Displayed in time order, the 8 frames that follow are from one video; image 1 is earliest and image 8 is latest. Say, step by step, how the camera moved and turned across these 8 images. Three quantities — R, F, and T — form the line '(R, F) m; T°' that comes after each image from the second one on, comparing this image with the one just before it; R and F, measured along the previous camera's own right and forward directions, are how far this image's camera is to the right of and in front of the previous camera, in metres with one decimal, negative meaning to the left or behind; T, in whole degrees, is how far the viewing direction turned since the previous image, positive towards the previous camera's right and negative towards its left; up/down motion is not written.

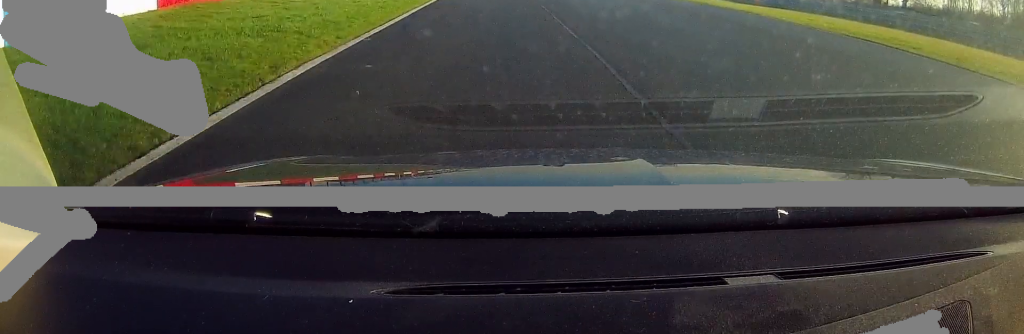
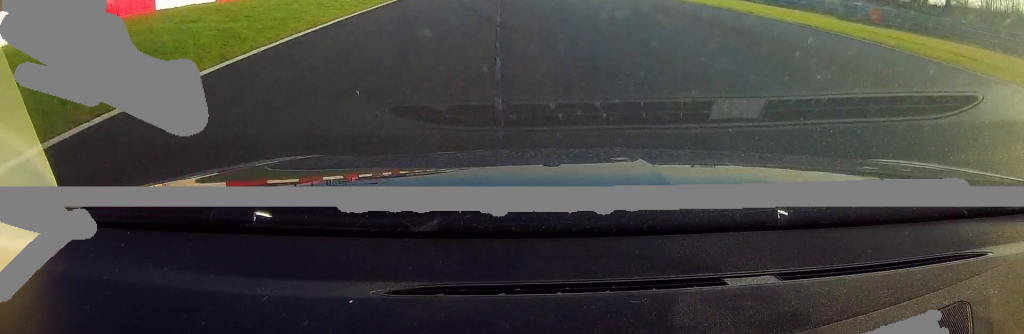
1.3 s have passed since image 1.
(+0.4, +26.2) m; +1°
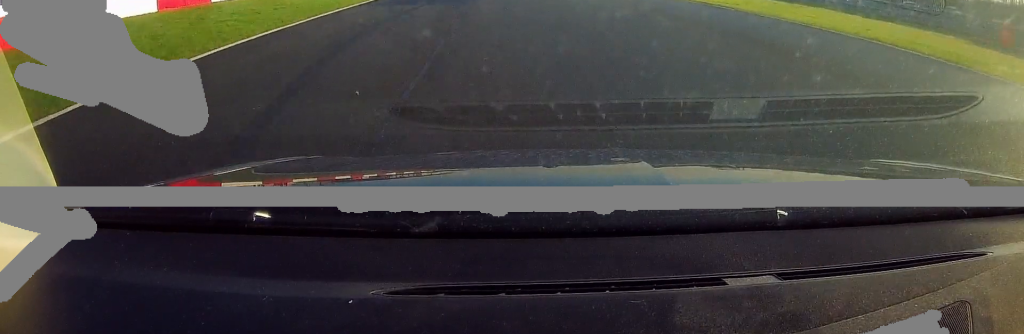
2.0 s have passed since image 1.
(-0.2, +15.1) m; -1°
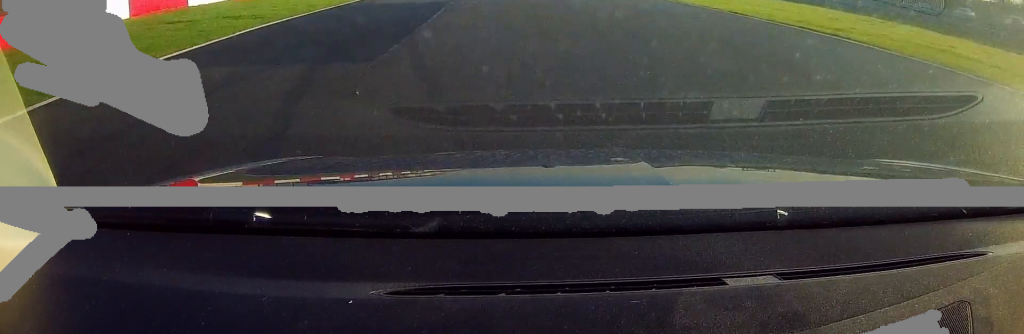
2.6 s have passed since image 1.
(-0.1, +12.5) m; 0°
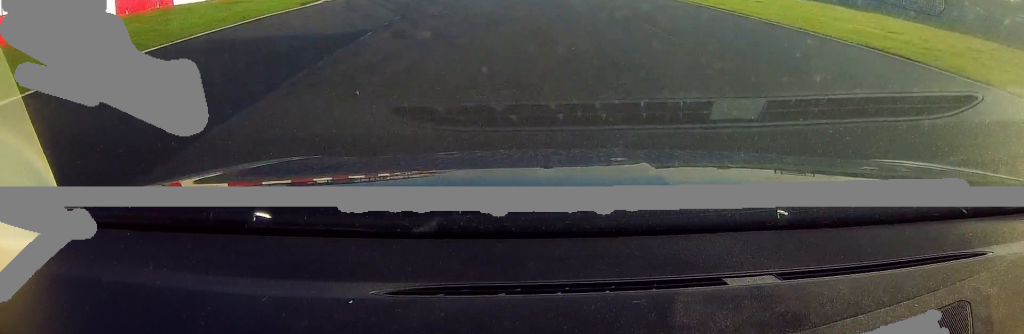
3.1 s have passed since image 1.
(-0.1, +11.8) m; +1°
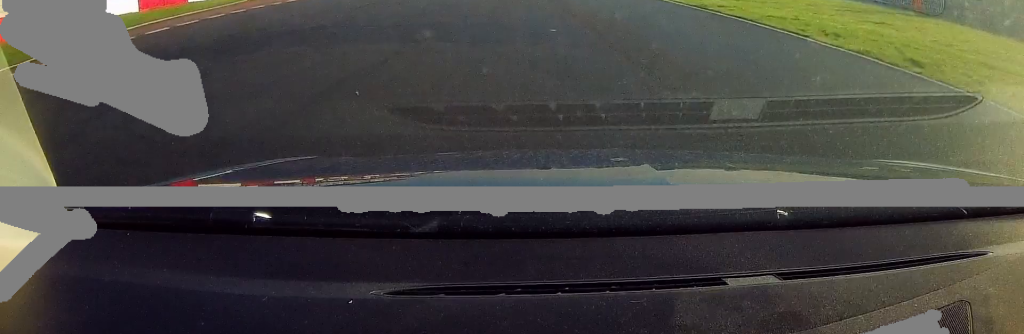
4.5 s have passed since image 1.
(+0.6, +29.3) m; +2°
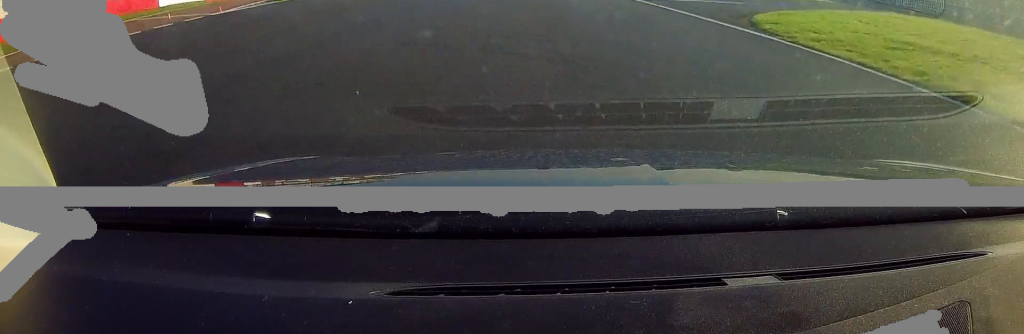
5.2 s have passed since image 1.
(0.0, +14.8) m; 0°
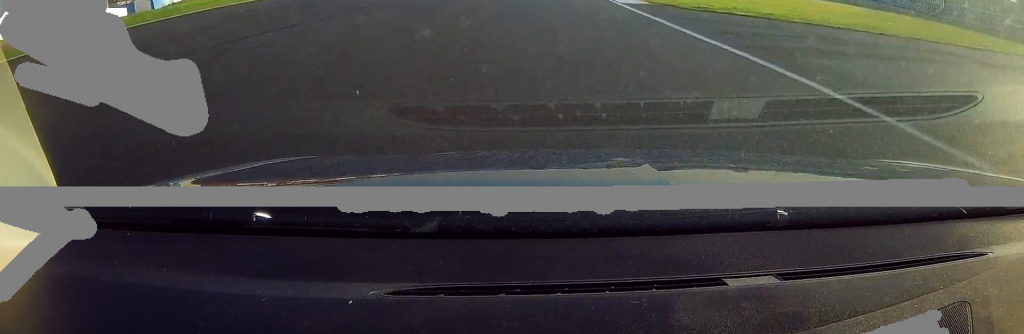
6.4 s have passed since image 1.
(0.0, +25.0) m; 0°
